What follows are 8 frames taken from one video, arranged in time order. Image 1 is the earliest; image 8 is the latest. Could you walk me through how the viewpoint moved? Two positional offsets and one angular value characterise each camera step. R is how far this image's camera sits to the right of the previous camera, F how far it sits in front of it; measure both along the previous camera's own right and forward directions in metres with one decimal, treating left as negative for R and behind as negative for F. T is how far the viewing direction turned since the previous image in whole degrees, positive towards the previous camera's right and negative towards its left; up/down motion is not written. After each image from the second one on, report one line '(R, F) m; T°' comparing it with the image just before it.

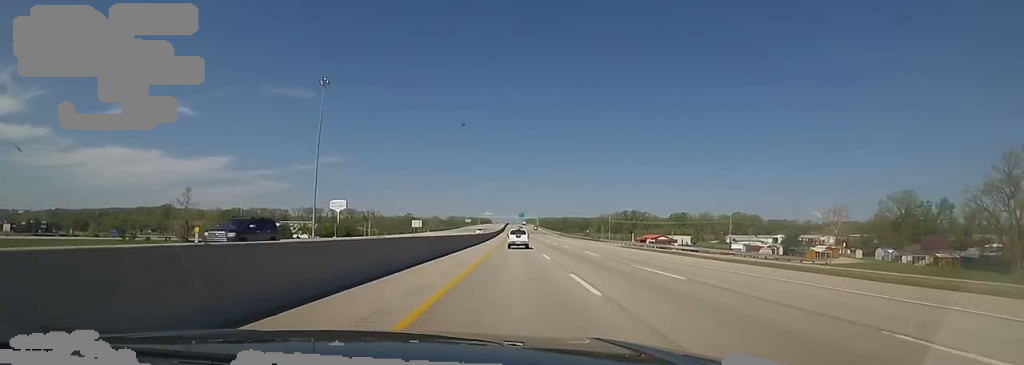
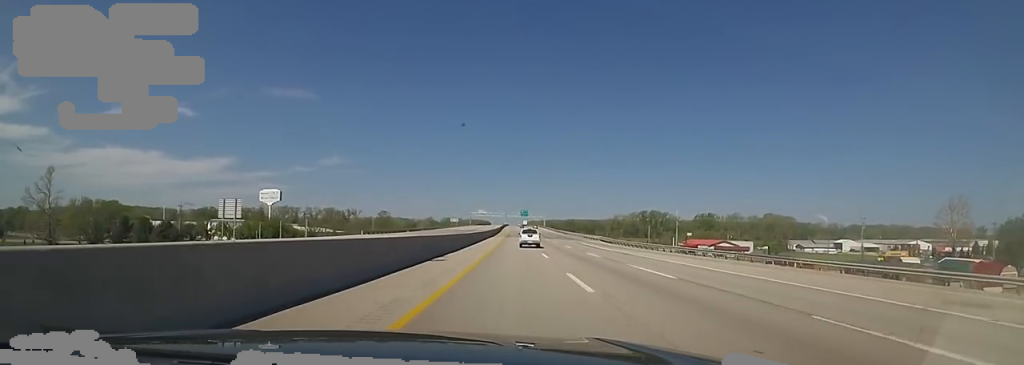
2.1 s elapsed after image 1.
(+0.4, +74.5) m; 0°
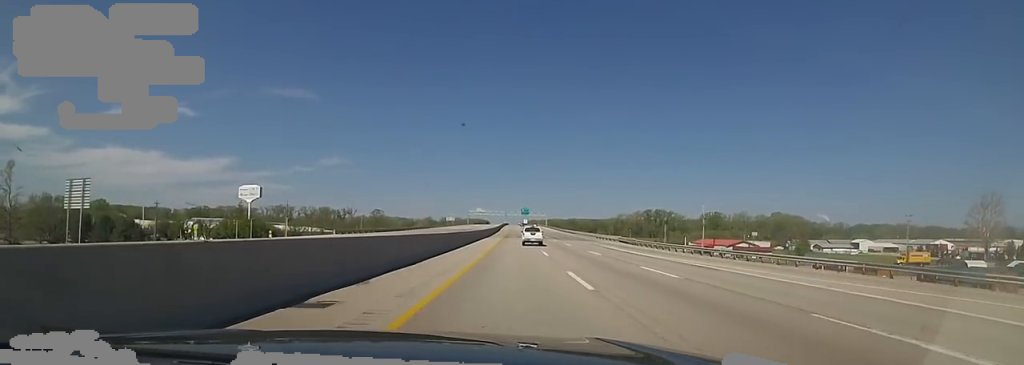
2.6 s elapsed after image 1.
(-0.1, +15.2) m; 0°
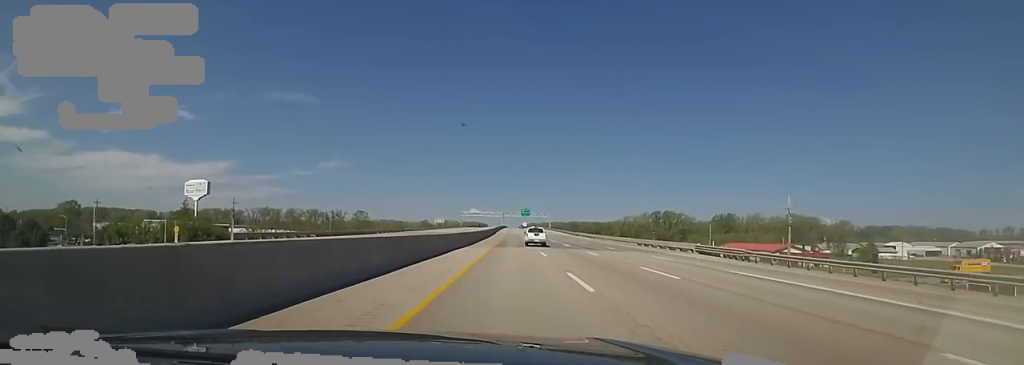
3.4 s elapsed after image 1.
(0.0, +30.6) m; 0°
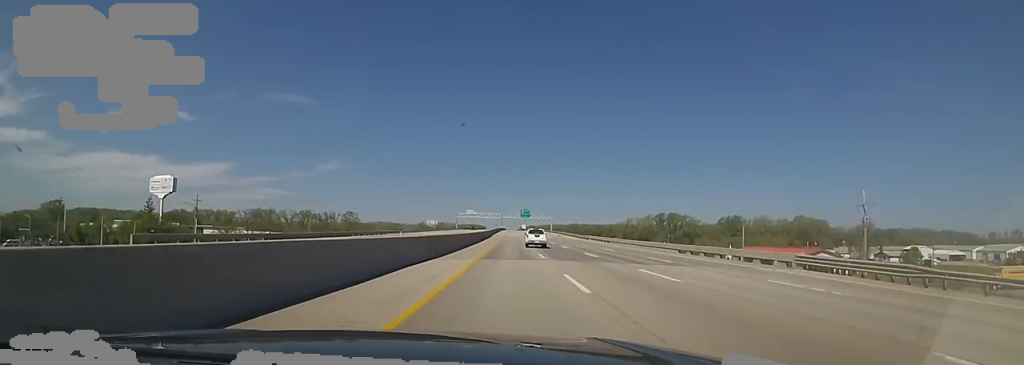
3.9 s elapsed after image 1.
(+0.1, +15.3) m; 0°
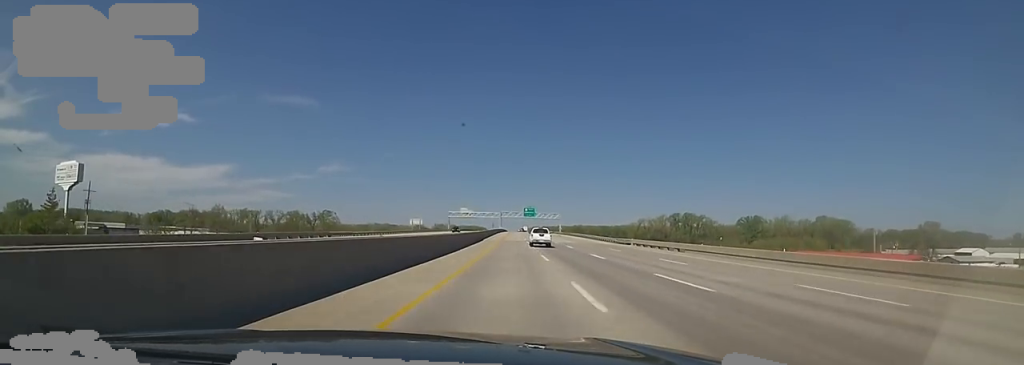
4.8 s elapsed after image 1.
(-0.1, +32.9) m; 0°
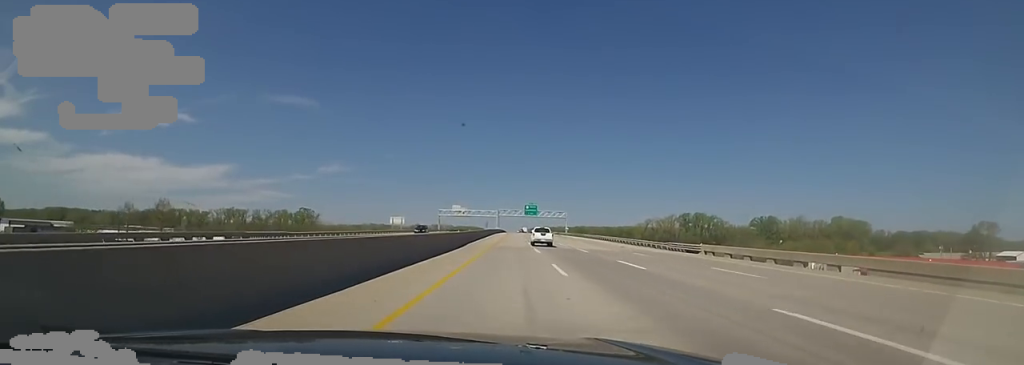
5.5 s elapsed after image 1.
(0.0, +23.6) m; -1°
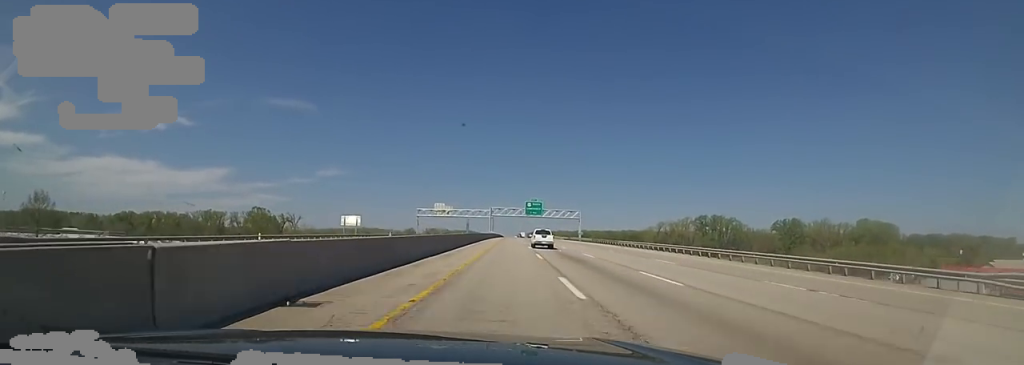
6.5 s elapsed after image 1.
(-0.5, +35.2) m; -2°
